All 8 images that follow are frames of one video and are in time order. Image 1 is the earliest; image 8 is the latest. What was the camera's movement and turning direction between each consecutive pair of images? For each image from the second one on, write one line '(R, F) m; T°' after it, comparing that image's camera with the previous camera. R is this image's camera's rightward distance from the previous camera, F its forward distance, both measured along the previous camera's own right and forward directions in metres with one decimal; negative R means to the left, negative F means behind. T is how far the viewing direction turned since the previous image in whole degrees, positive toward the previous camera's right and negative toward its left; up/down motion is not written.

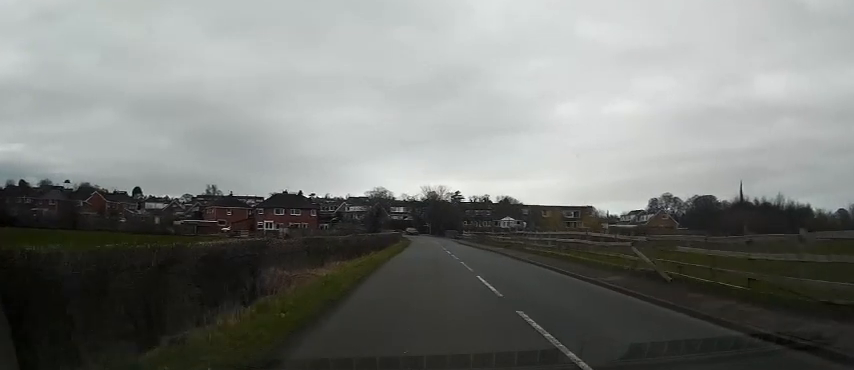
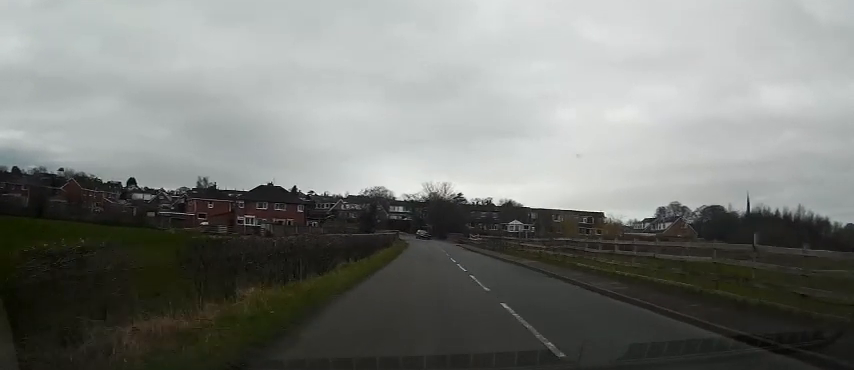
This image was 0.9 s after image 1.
(0.0, +10.9) m; -1°
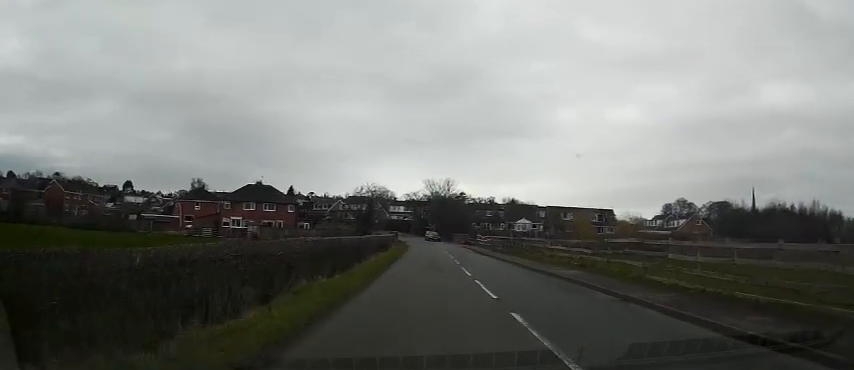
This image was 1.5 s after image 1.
(0.0, +7.1) m; 0°
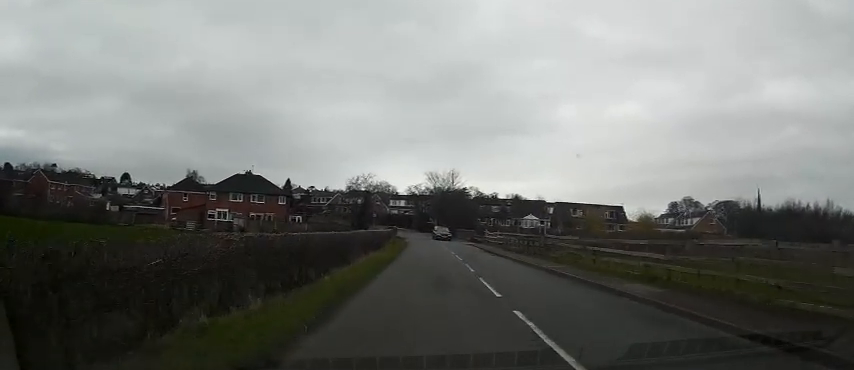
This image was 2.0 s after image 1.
(0.0, +6.1) m; 0°
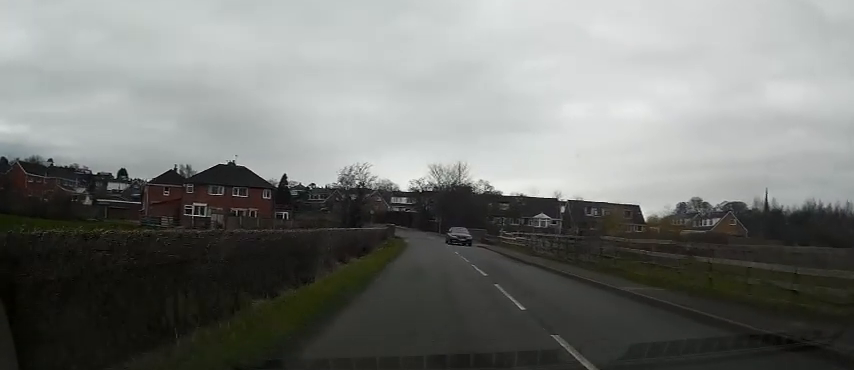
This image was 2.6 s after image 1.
(-0.1, +8.0) m; 0°
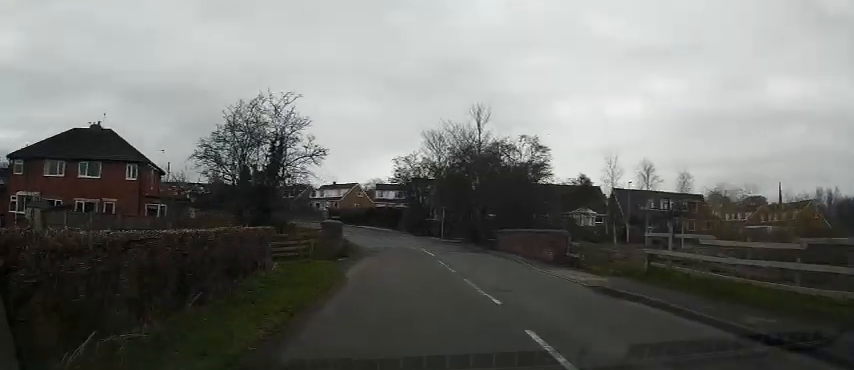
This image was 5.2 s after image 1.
(+0.8, +29.5) m; +2°
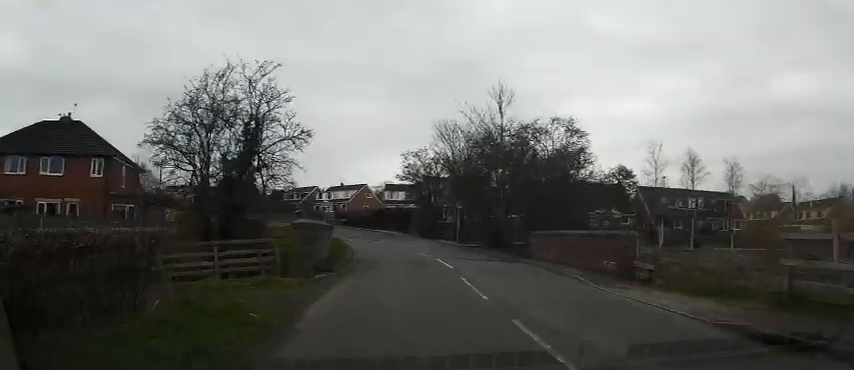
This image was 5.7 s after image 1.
(0.0, +5.5) m; -1°
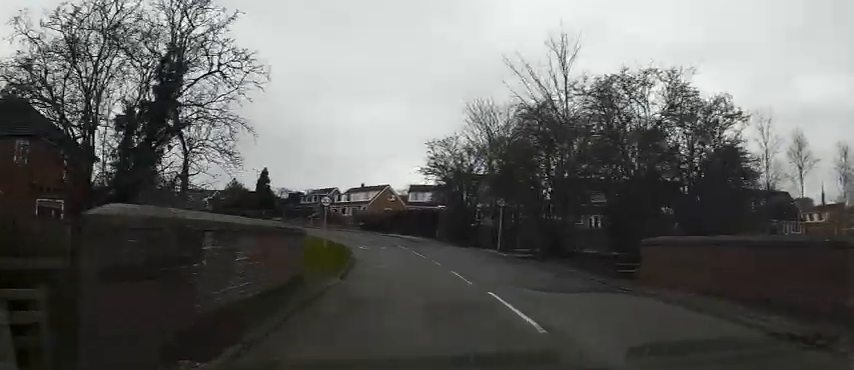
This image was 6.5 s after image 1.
(-0.2, +9.0) m; -2°
